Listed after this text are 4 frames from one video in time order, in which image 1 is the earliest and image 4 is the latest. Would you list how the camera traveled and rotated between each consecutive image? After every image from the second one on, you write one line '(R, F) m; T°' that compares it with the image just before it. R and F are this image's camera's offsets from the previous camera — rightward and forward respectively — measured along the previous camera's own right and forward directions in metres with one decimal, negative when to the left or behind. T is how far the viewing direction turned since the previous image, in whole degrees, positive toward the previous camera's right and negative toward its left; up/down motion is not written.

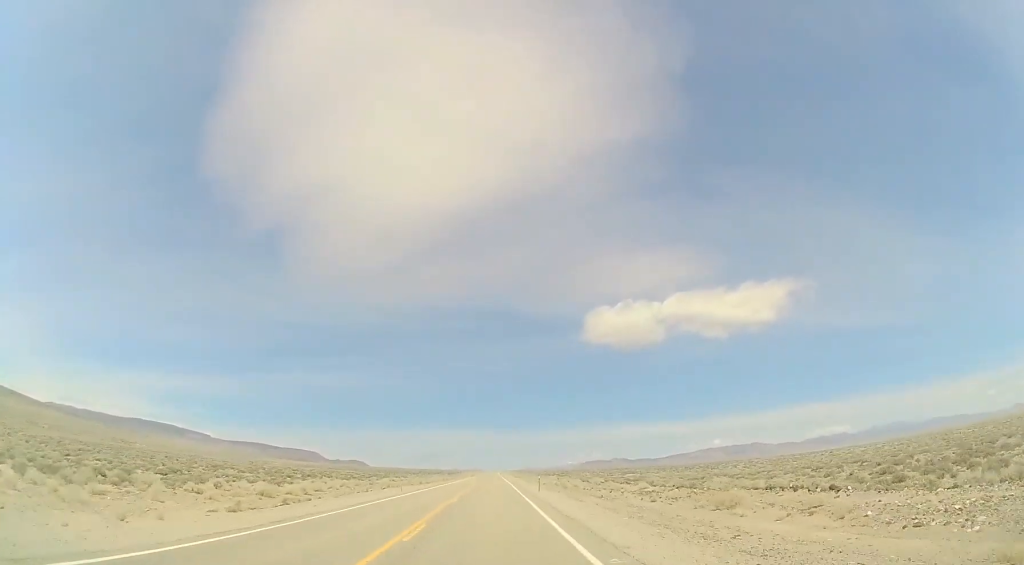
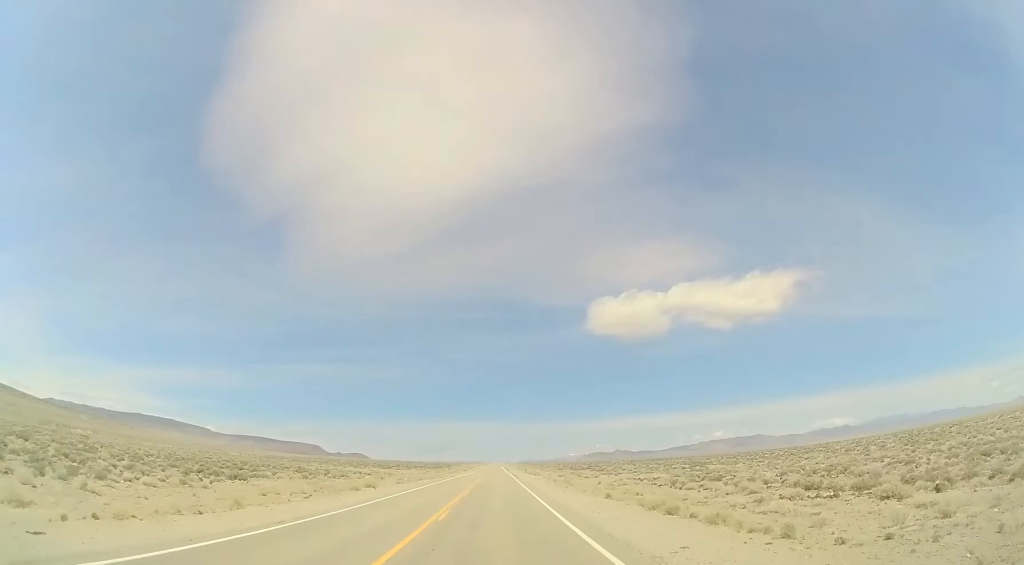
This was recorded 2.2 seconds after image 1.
(+1.0, +69.3) m; 0°
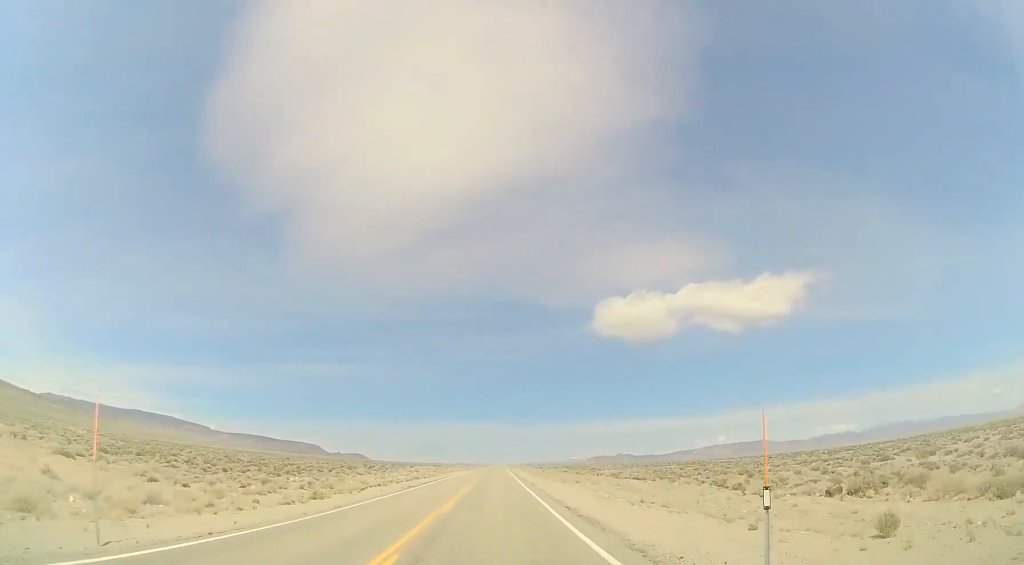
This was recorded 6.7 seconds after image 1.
(+1.4, +144.0) m; 0°
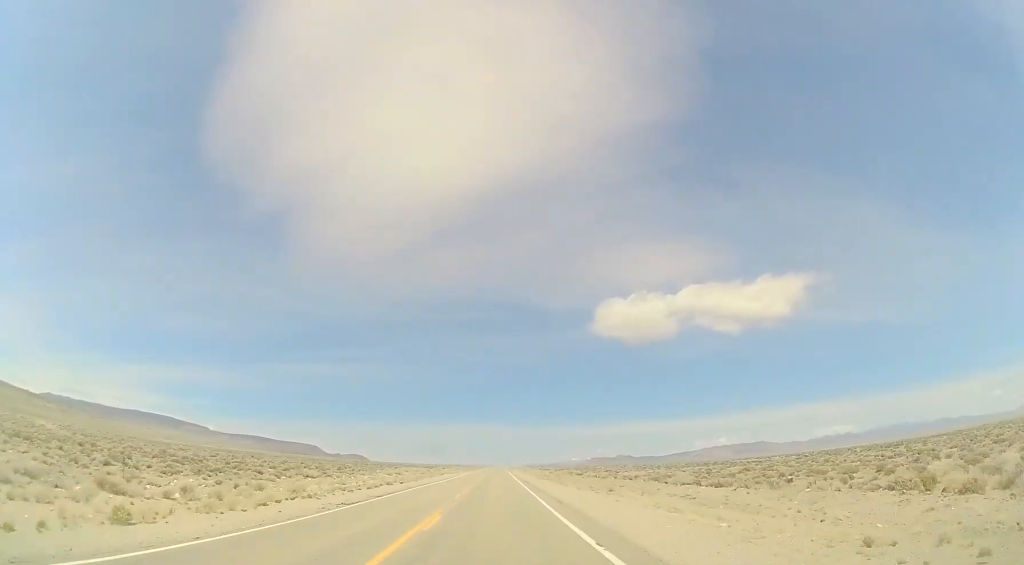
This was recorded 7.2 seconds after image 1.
(-0.1, +17.4) m; 0°
